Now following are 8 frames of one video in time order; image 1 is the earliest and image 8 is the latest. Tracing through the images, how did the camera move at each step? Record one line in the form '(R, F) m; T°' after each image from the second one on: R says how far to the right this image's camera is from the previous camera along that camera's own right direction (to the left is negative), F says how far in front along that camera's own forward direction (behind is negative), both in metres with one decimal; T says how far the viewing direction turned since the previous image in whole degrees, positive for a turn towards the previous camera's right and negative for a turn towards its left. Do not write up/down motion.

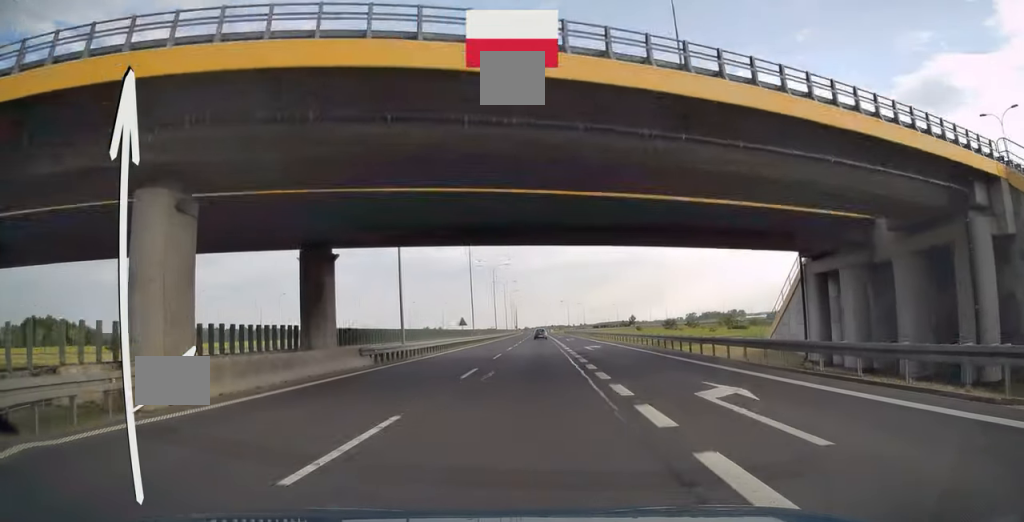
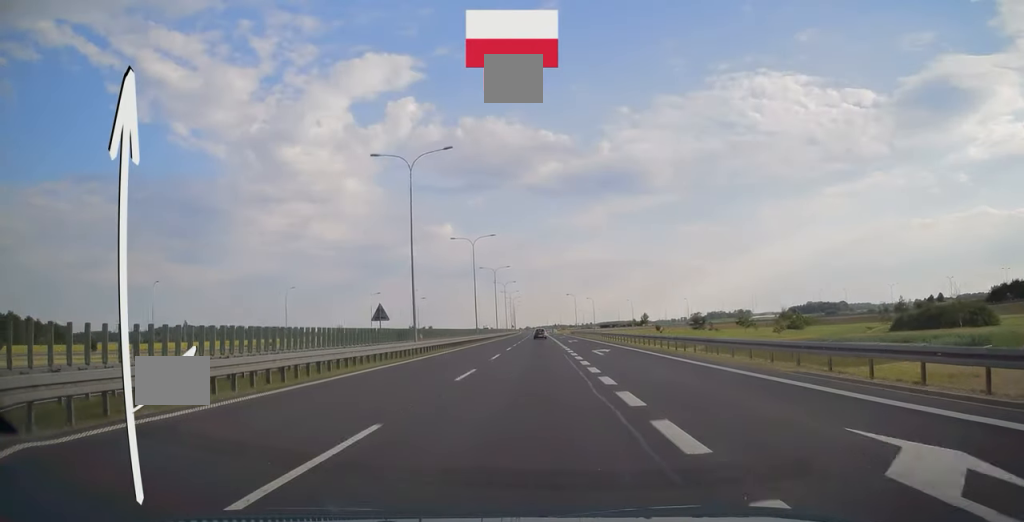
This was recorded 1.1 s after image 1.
(-0.1, +36.5) m; 0°
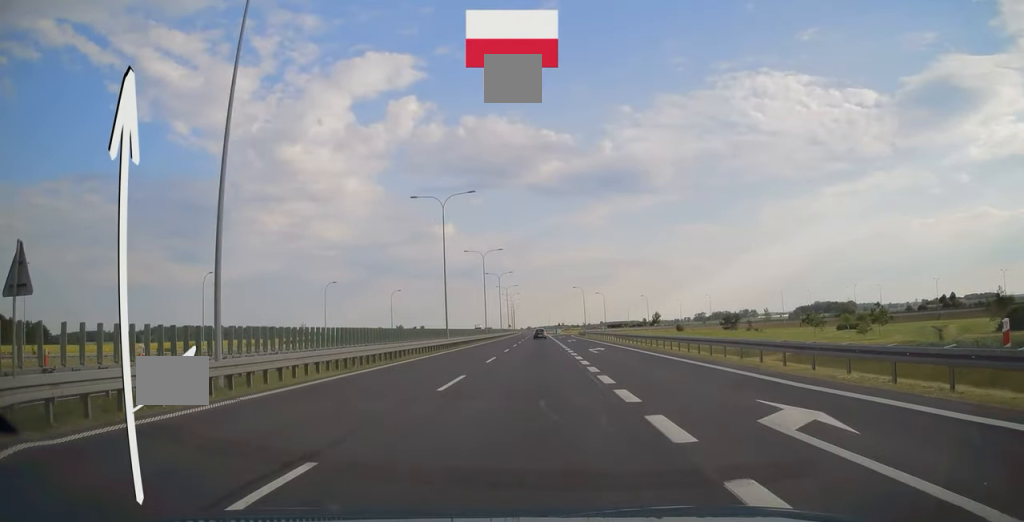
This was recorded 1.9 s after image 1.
(0.0, +26.6) m; 0°
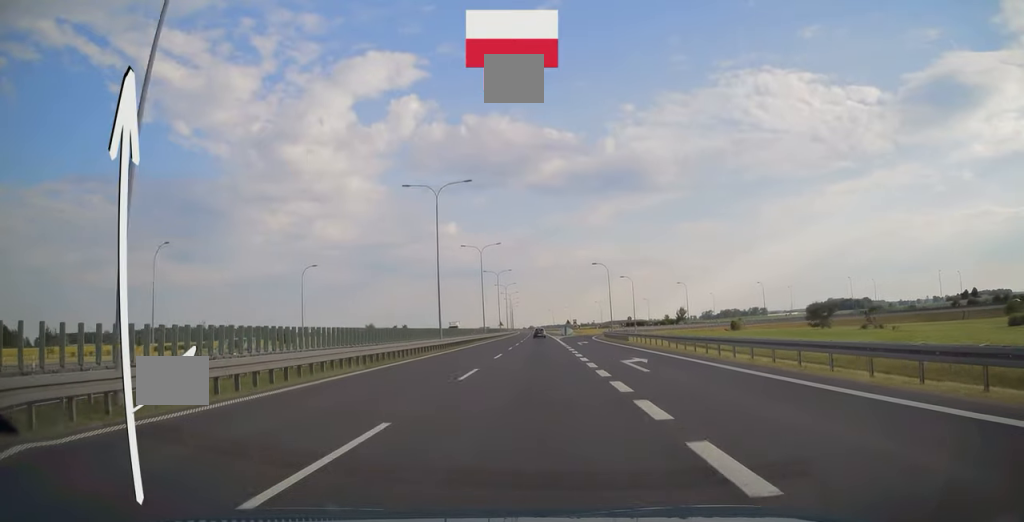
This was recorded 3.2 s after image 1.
(-0.1, +44.9) m; 0°
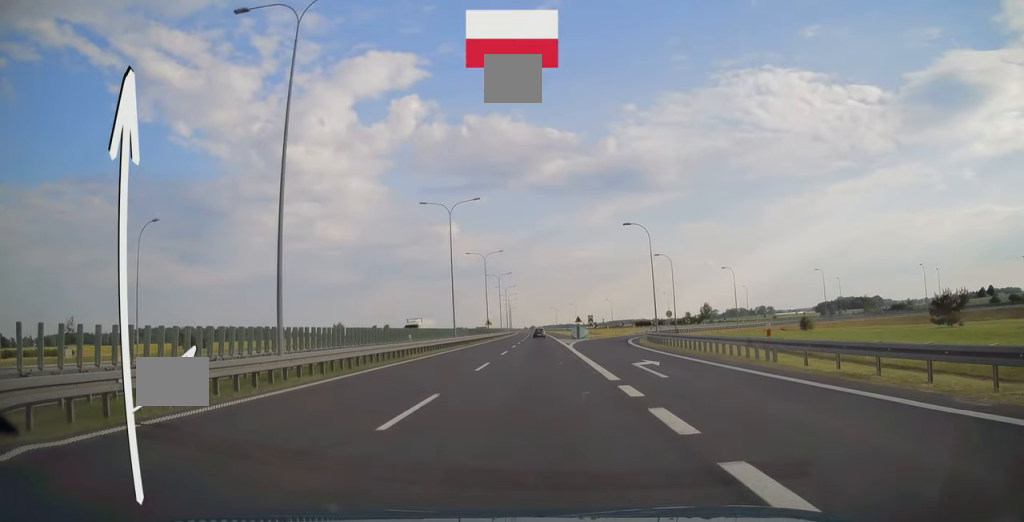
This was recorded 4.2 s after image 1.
(+0.1, +32.1) m; 0°
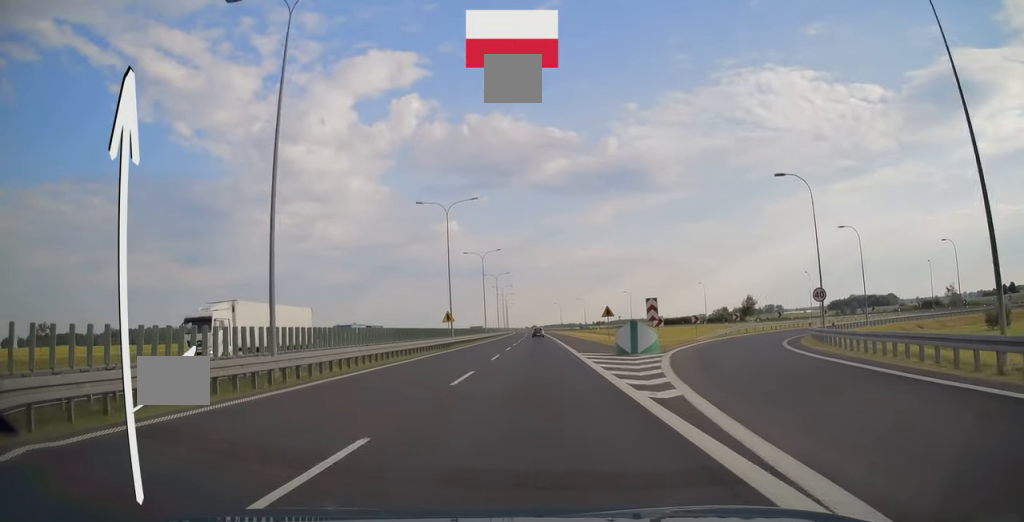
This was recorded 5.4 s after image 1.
(0.0, +40.9) m; 0°
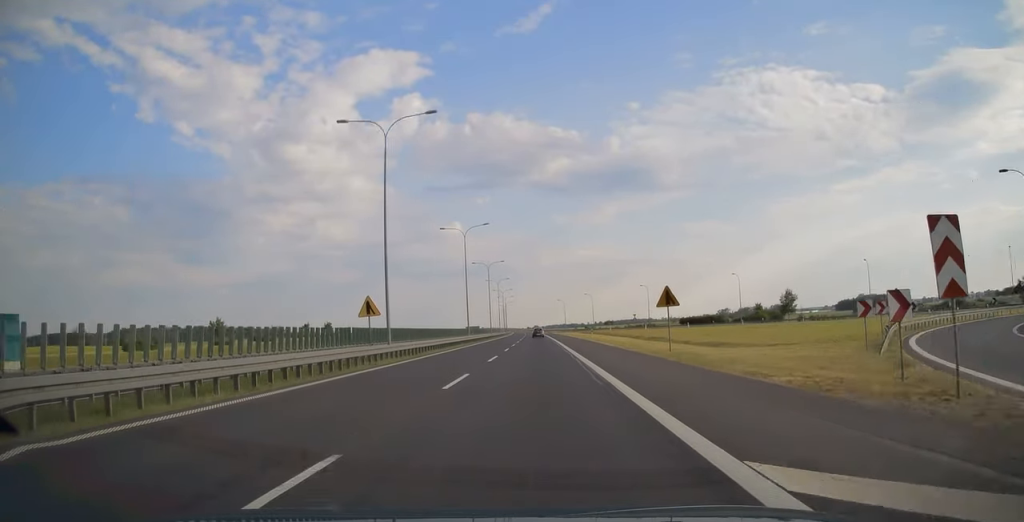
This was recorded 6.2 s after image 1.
(0.0, +24.9) m; 0°
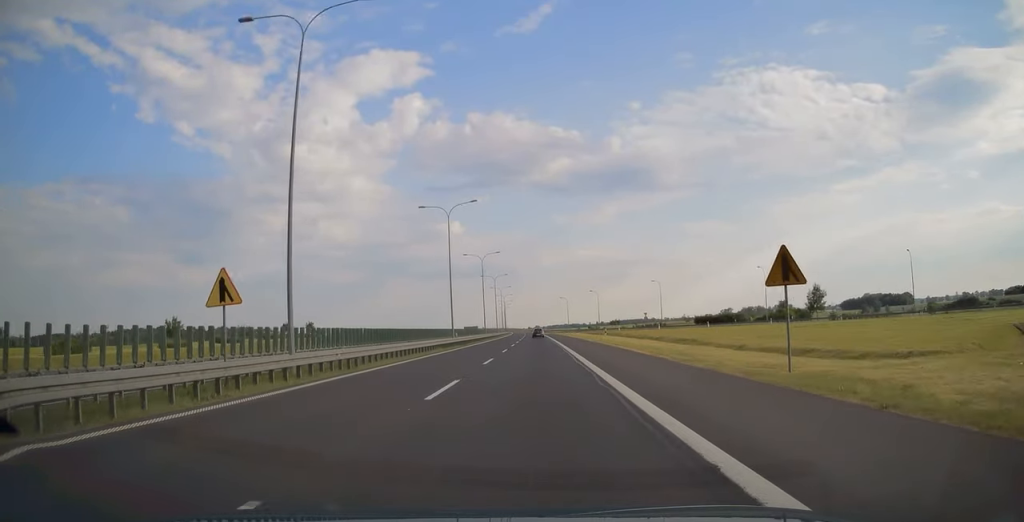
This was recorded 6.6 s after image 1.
(0.0, +13.8) m; 0°
